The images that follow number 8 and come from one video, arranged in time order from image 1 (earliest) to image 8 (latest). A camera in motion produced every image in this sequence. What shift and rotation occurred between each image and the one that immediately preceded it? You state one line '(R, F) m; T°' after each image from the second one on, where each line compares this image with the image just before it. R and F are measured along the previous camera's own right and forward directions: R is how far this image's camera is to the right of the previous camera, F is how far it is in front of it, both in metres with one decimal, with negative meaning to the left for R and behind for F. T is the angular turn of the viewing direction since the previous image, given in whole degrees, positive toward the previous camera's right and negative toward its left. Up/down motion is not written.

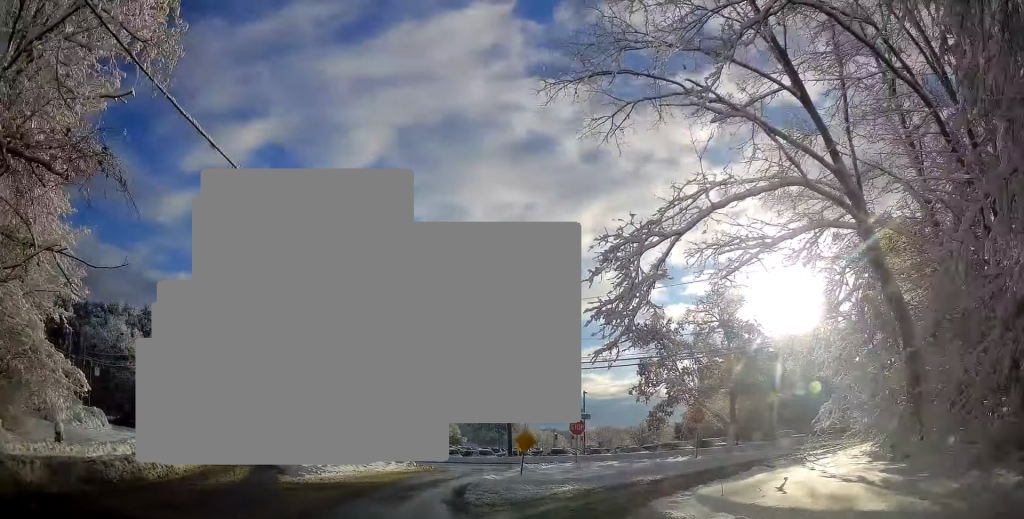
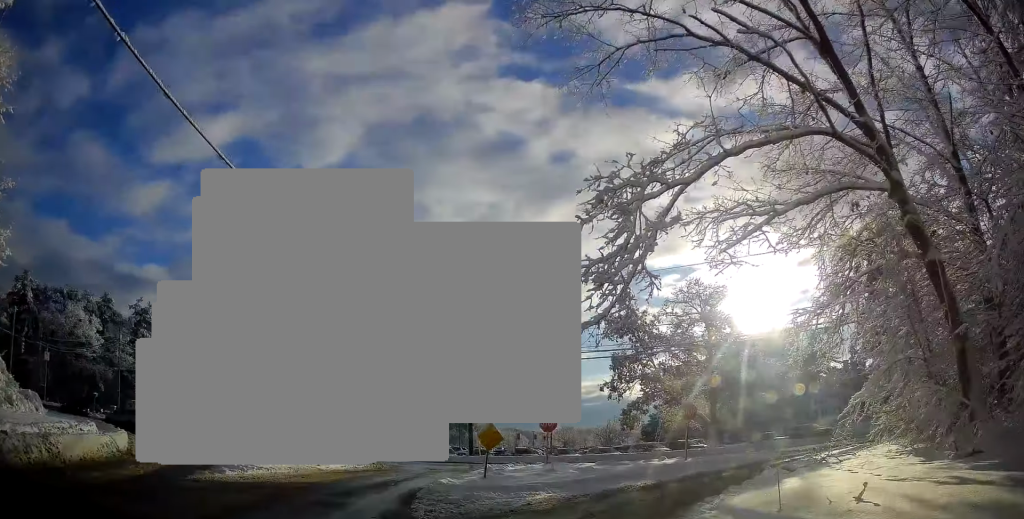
(-0.1, +4.9) m; +1°
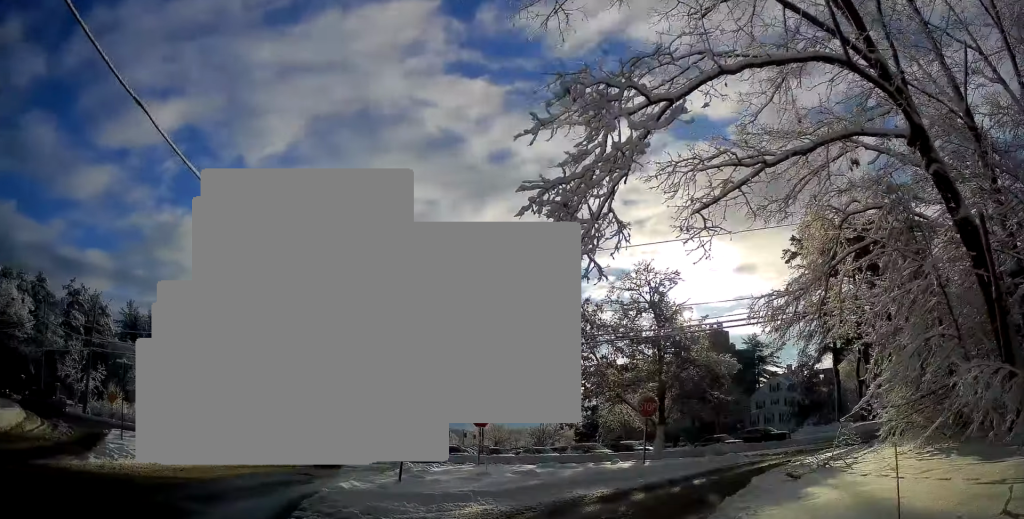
(-0.4, +5.4) m; +2°
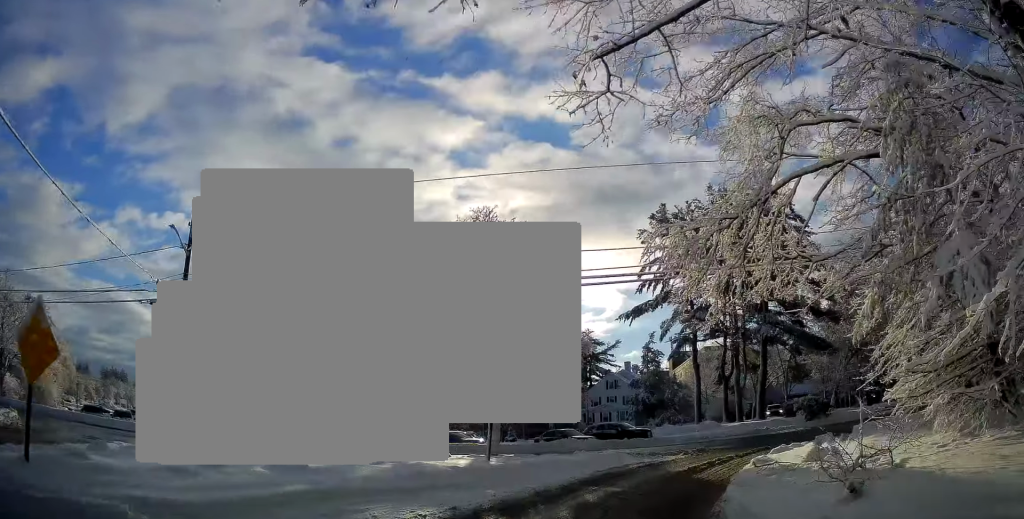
(+1.3, +9.9) m; +13°
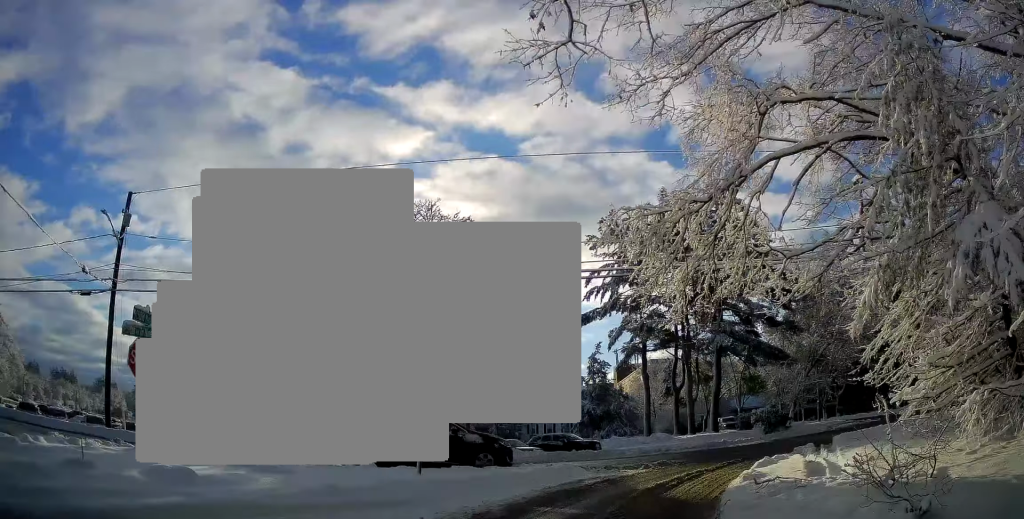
(+0.1, +2.6) m; +3°
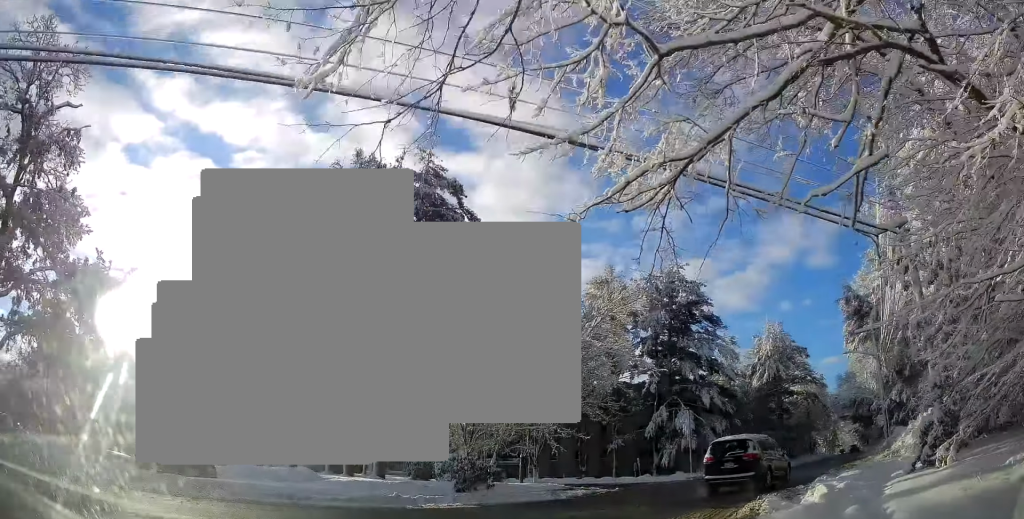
(+4.2, +14.0) m; +31°
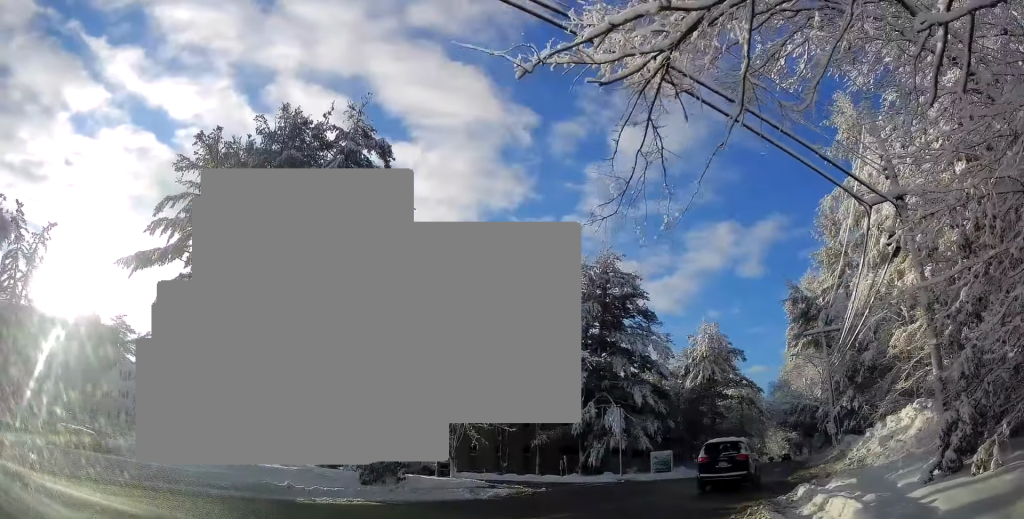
(-0.3, +3.5) m; +6°
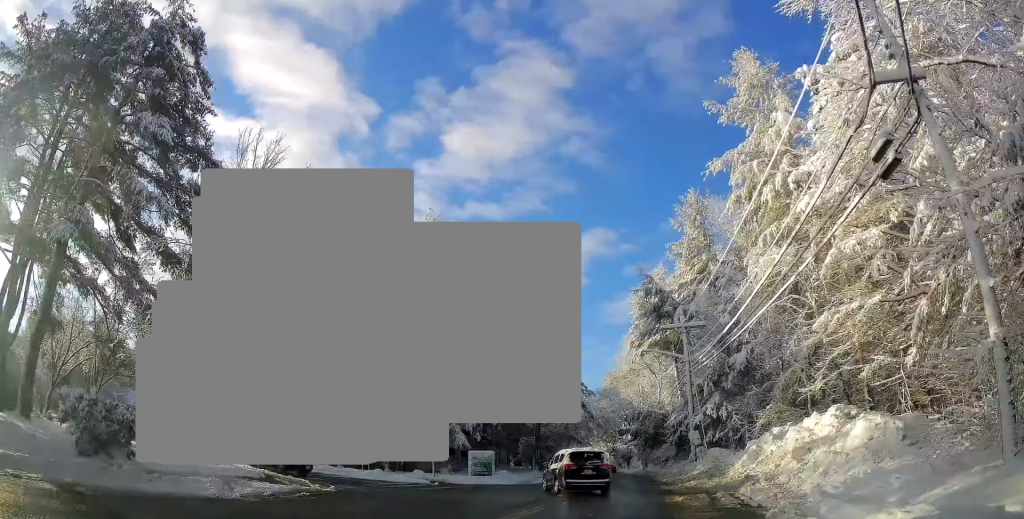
(+1.7, +7.2) m; +20°
